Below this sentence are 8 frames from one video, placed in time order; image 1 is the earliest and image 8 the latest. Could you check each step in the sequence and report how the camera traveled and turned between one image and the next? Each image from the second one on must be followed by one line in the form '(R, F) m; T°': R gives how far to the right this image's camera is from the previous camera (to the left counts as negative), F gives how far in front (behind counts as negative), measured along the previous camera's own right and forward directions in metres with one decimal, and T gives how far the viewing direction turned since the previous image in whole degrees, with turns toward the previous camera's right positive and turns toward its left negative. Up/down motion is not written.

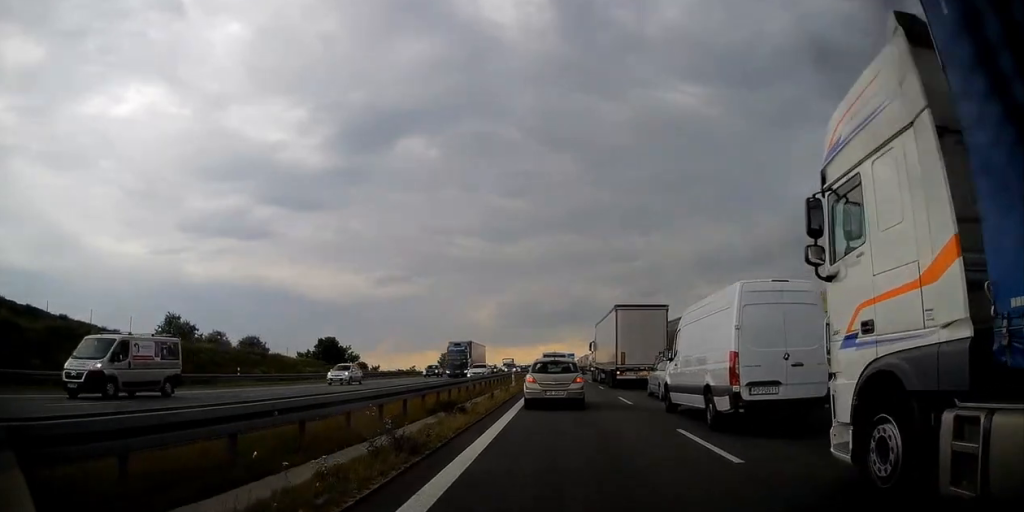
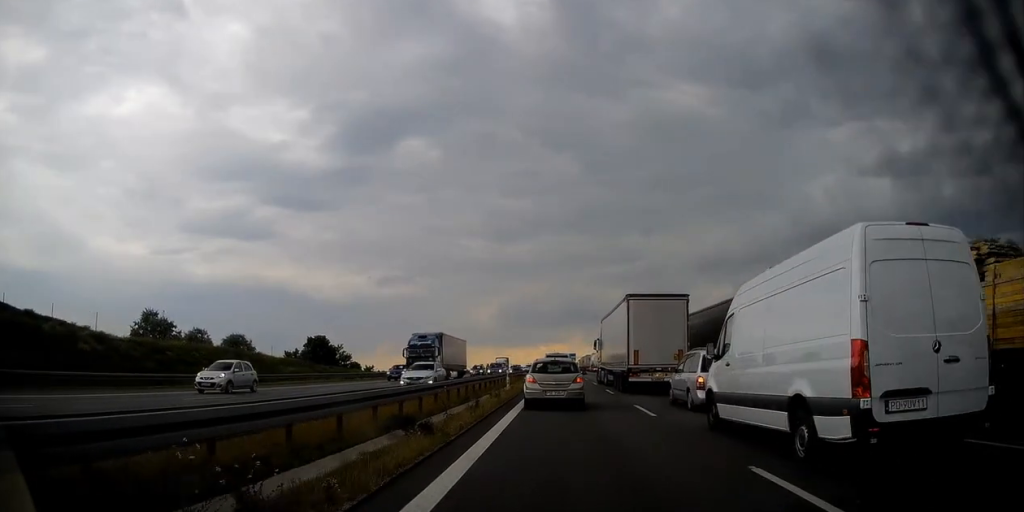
(0.0, +4.9) m; 0°
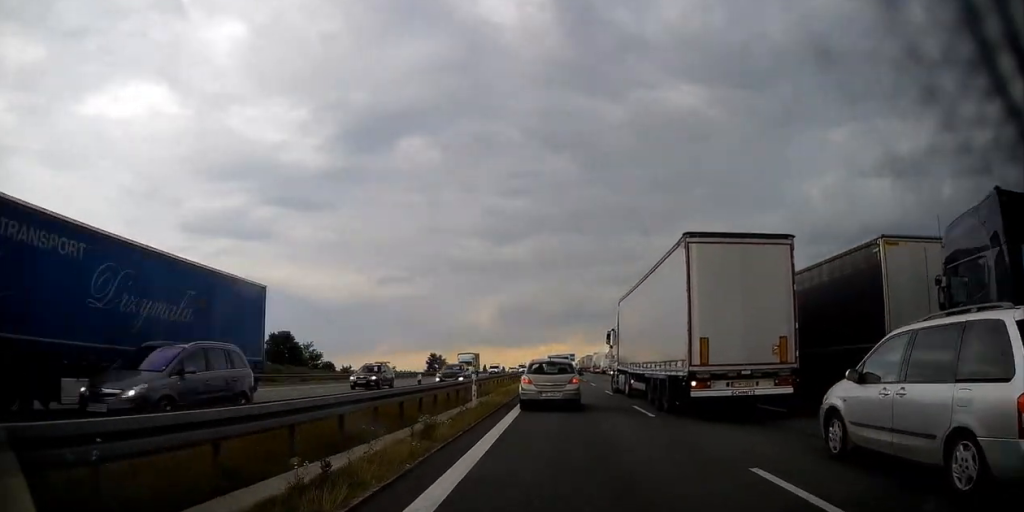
(0.0, +11.6) m; +1°
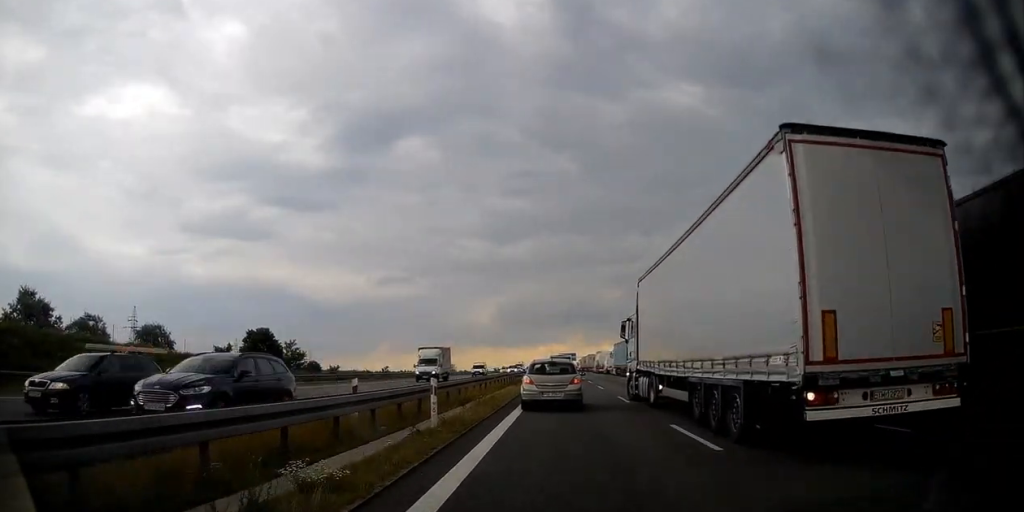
(+0.1, +6.2) m; +1°
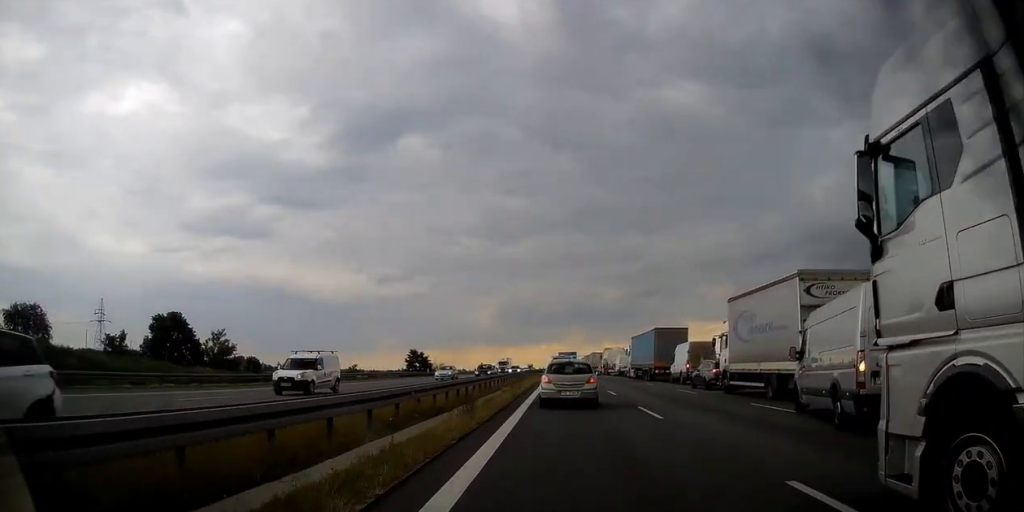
(+0.3, +21.0) m; +1°
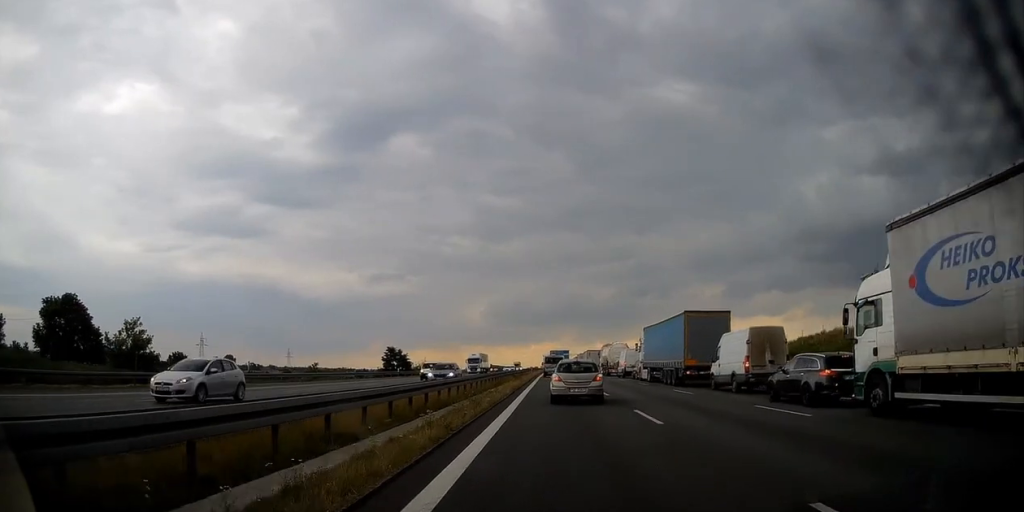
(-0.1, +15.3) m; -1°
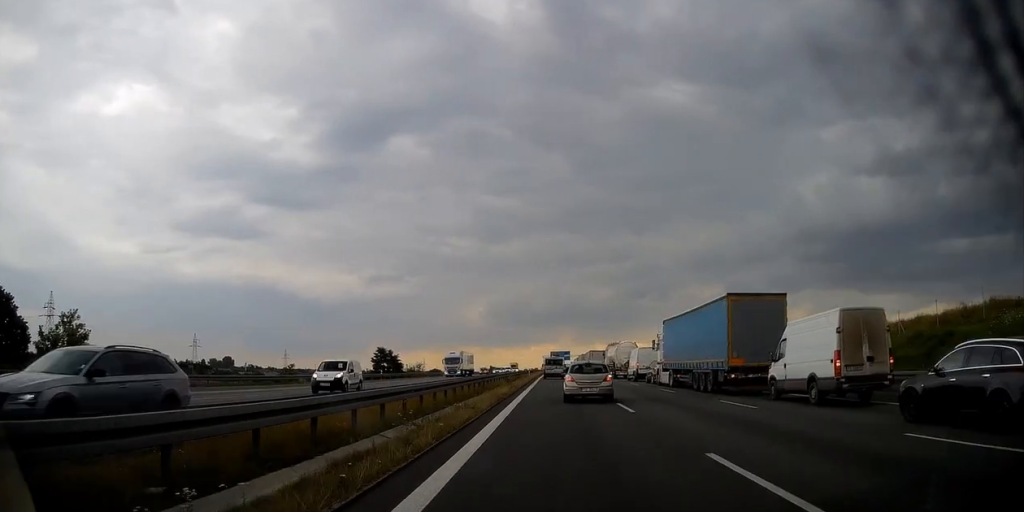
(0.0, +9.1) m; 0°
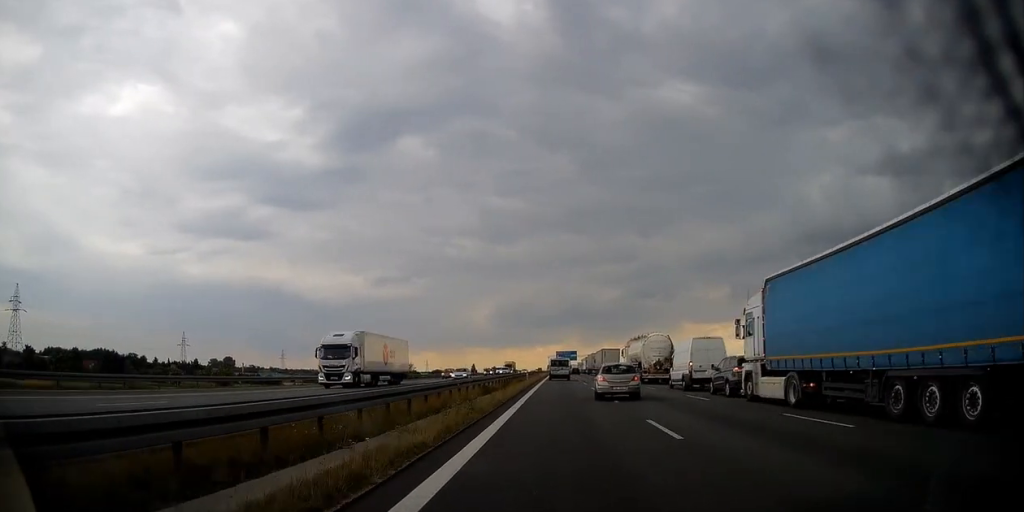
(+0.1, +18.6) m; 0°
